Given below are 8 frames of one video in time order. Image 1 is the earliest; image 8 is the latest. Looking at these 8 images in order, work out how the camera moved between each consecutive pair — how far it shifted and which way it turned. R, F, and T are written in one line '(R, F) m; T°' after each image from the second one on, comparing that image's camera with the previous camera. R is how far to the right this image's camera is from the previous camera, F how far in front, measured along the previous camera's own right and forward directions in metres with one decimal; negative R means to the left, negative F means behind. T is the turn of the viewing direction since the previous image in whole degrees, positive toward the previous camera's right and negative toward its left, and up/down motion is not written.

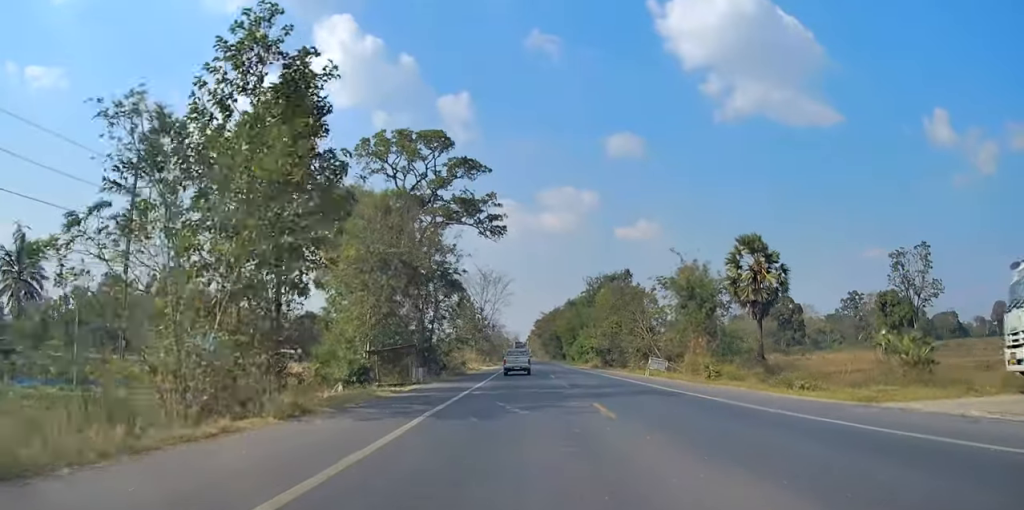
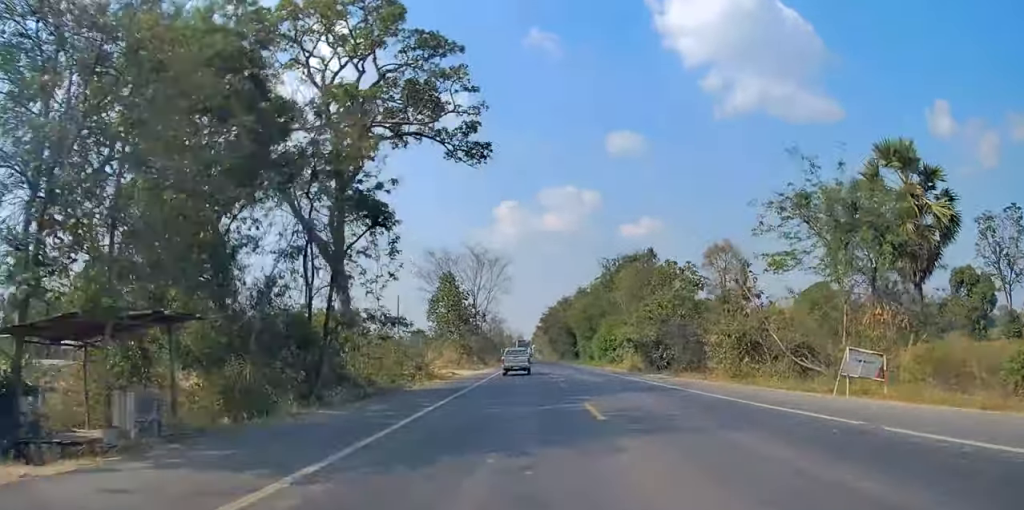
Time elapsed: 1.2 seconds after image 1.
(+0.1, +24.7) m; 0°
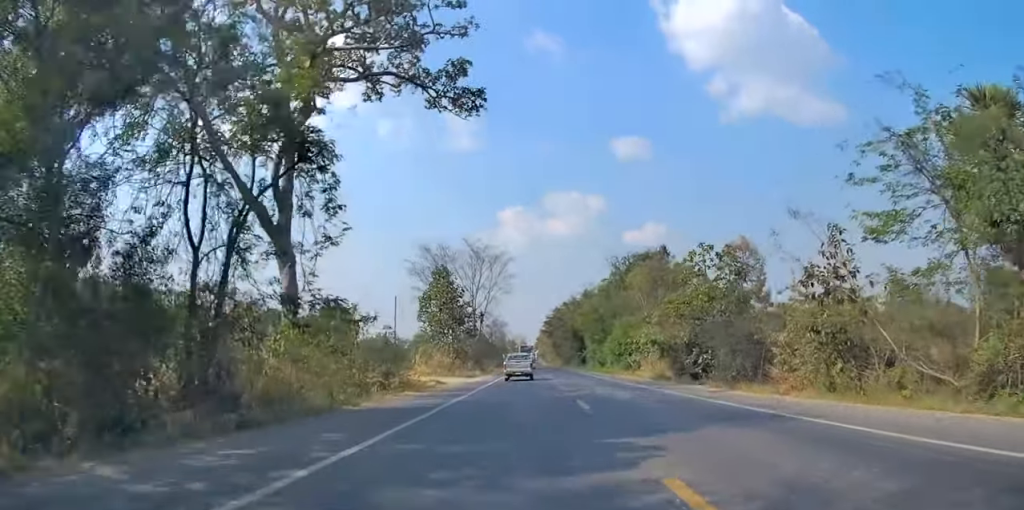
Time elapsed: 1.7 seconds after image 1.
(0.0, +9.1) m; 0°
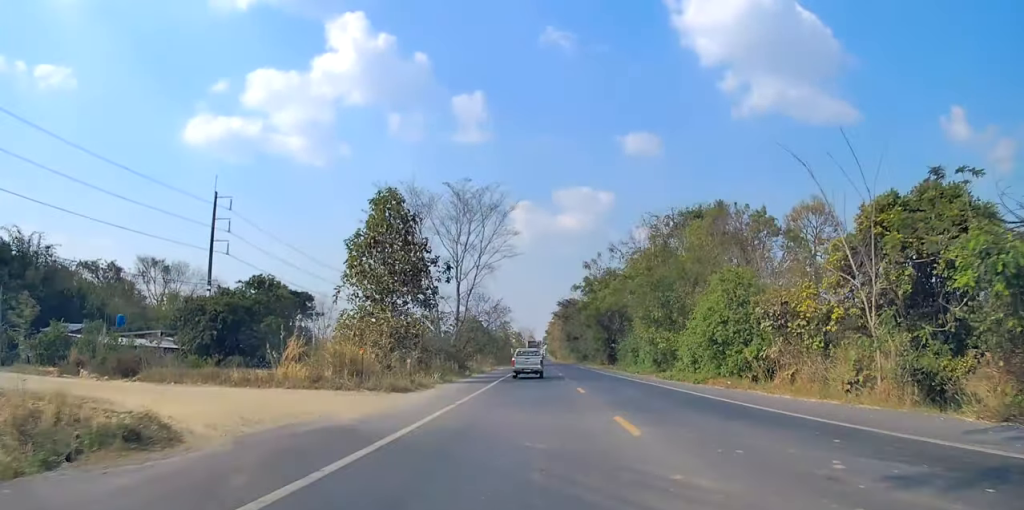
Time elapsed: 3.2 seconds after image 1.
(-0.4, +30.0) m; -3°
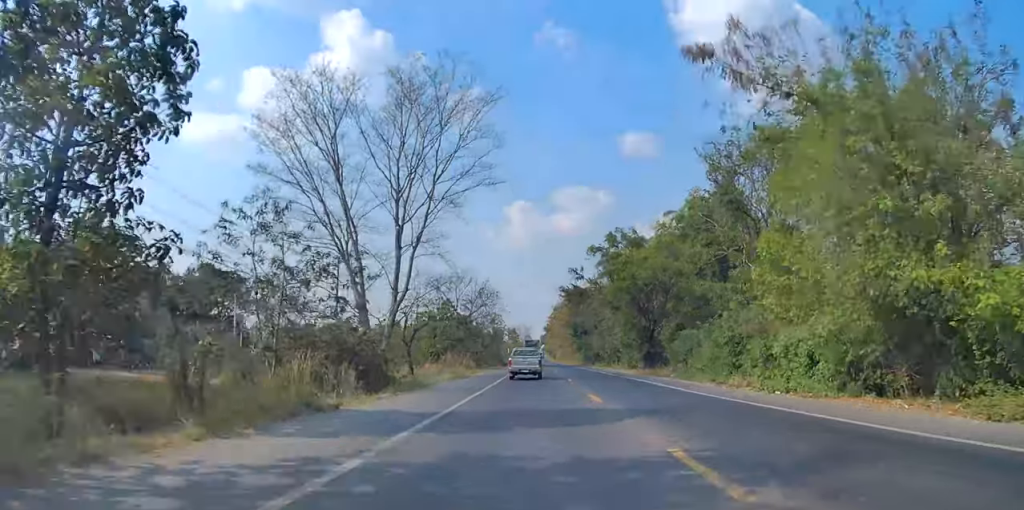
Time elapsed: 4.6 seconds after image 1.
(-0.2, +29.1) m; +1°
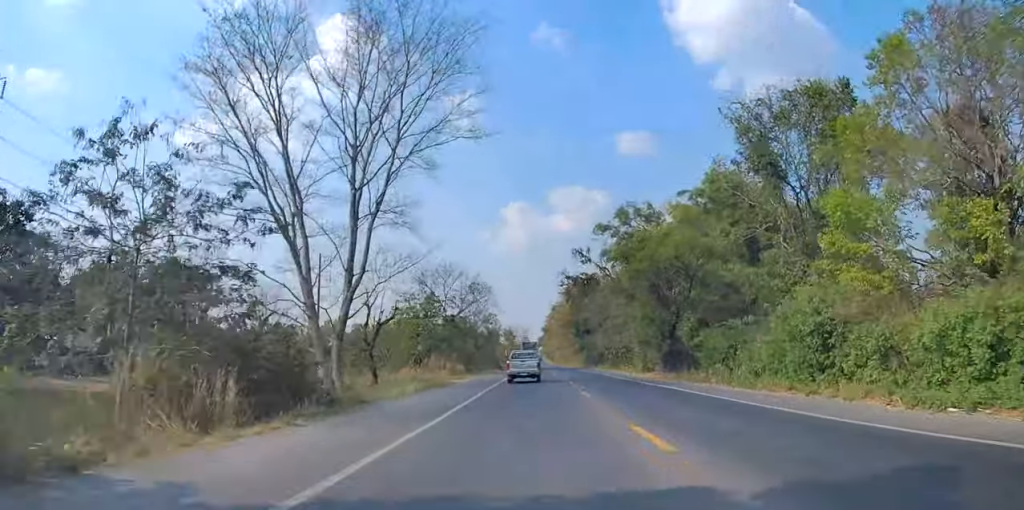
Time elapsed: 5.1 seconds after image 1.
(+0.1, +9.3) m; +1°
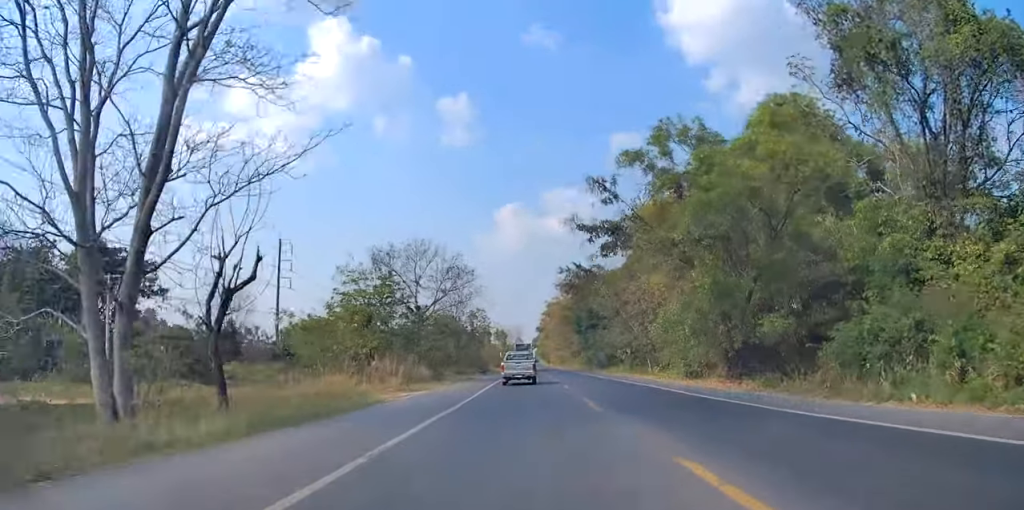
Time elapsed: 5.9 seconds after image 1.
(0.0, +16.7) m; +1°
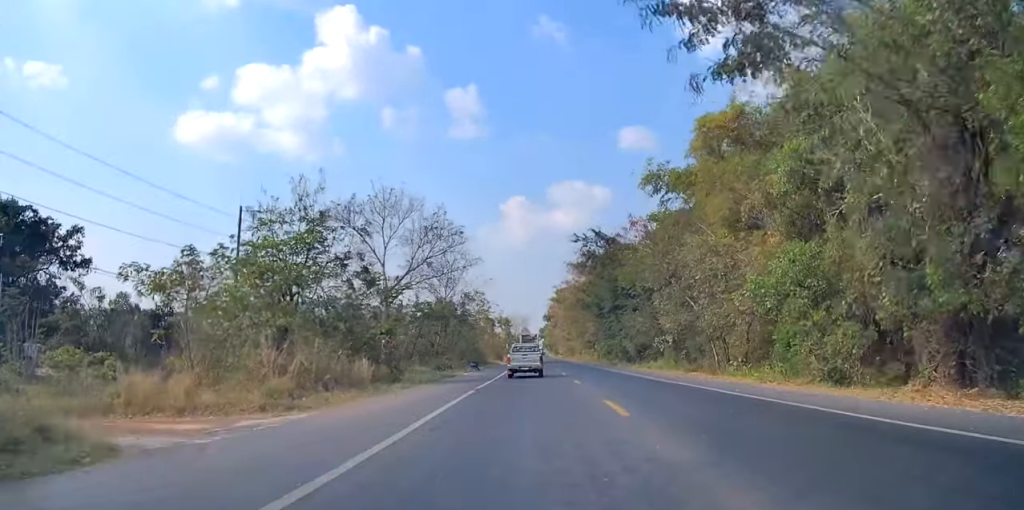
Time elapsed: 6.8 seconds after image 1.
(+0.4, +16.9) m; -1°
